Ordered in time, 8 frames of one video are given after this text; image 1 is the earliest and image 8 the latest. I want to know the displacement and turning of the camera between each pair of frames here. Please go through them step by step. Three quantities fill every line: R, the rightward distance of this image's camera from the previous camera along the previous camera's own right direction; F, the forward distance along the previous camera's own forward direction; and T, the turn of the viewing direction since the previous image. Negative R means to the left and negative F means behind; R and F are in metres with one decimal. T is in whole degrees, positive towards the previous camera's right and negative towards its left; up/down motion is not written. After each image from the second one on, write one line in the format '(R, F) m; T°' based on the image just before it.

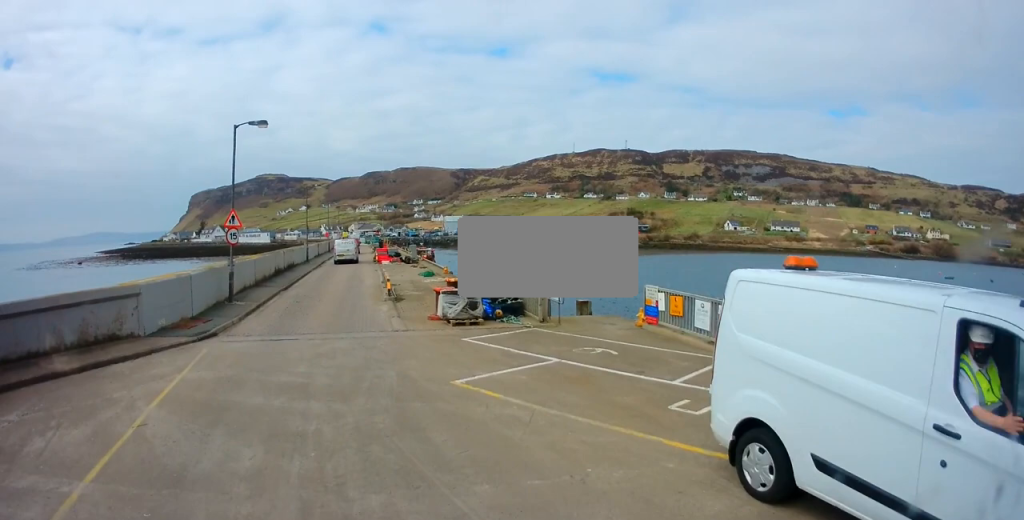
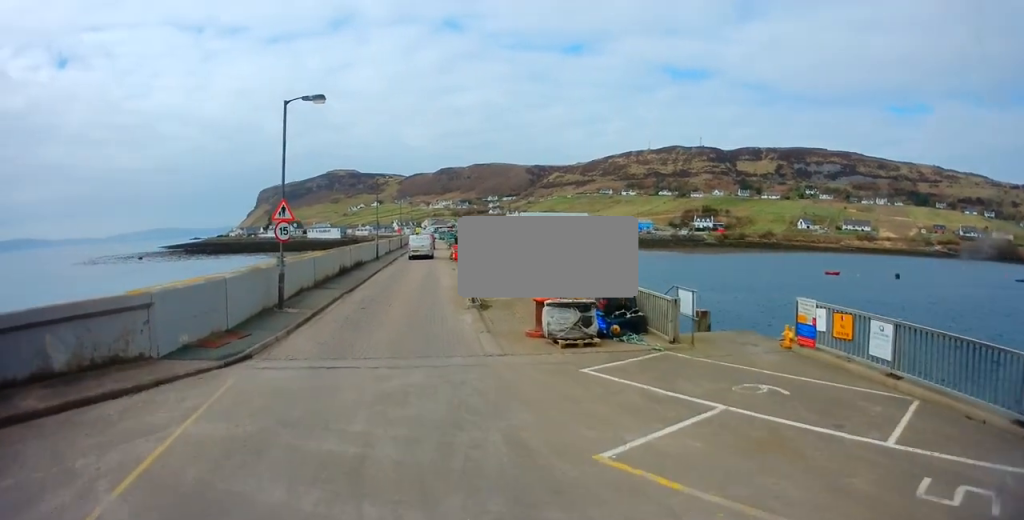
(0.0, +3.0) m; -3°
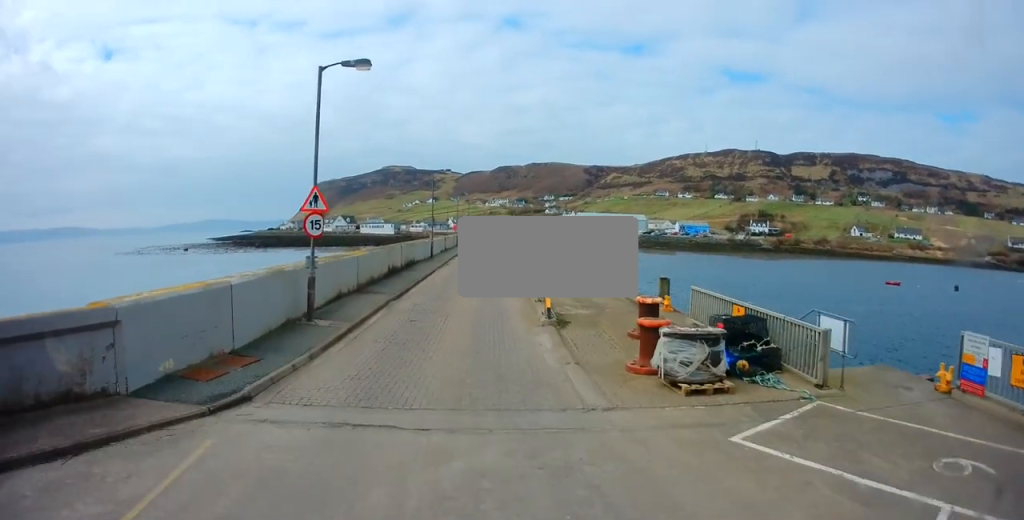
(-0.2, +3.0) m; -4°
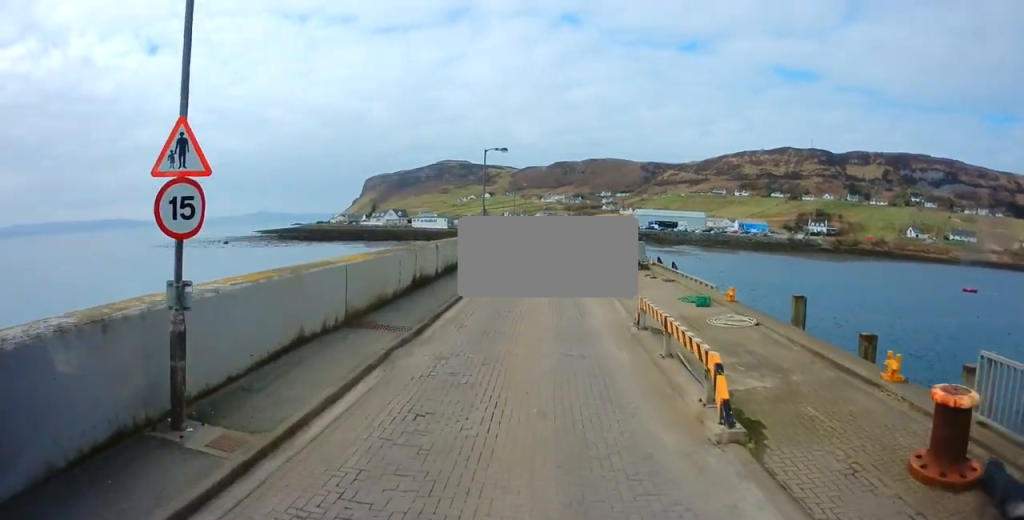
(-0.2, +7.4) m; -1°
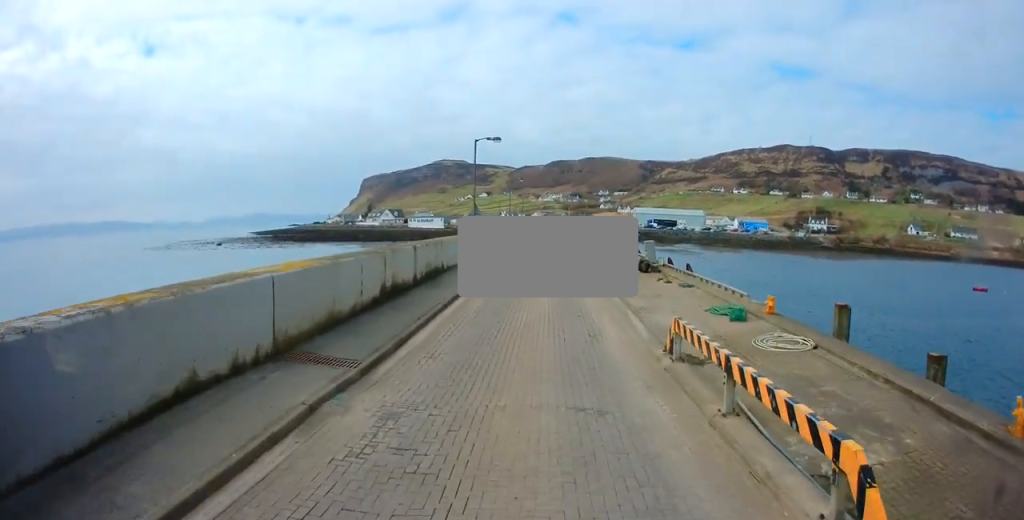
(0.0, +2.9) m; +2°
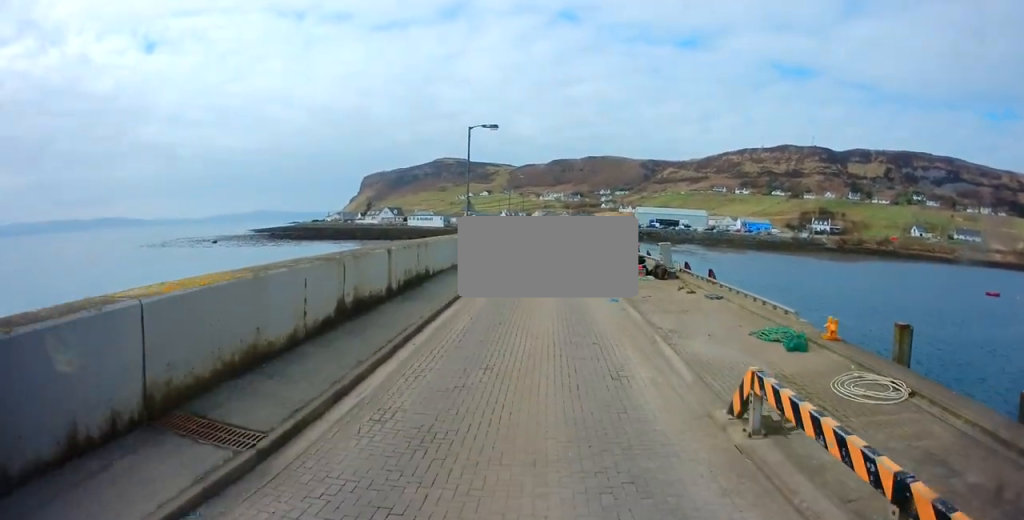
(0.0, +2.5) m; +1°
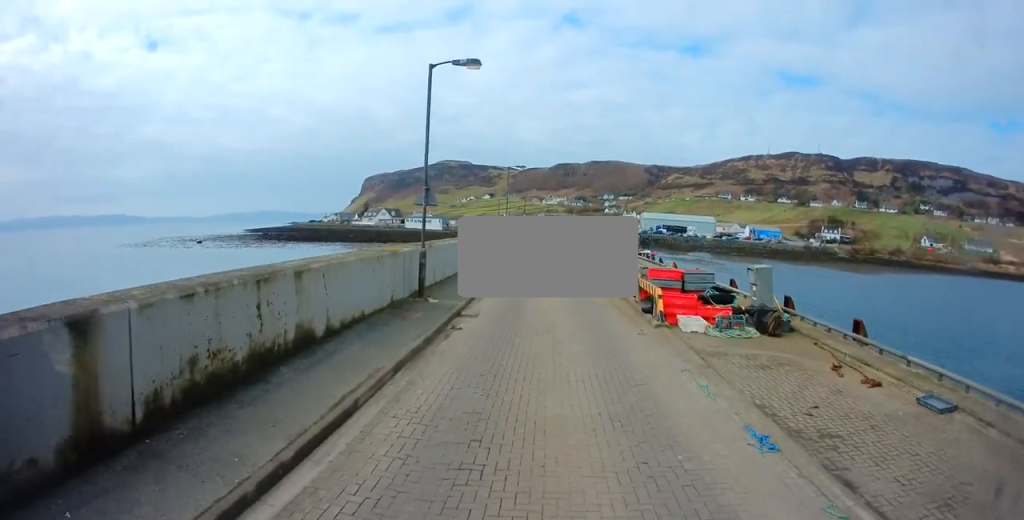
(-0.1, +9.5) m; -2°
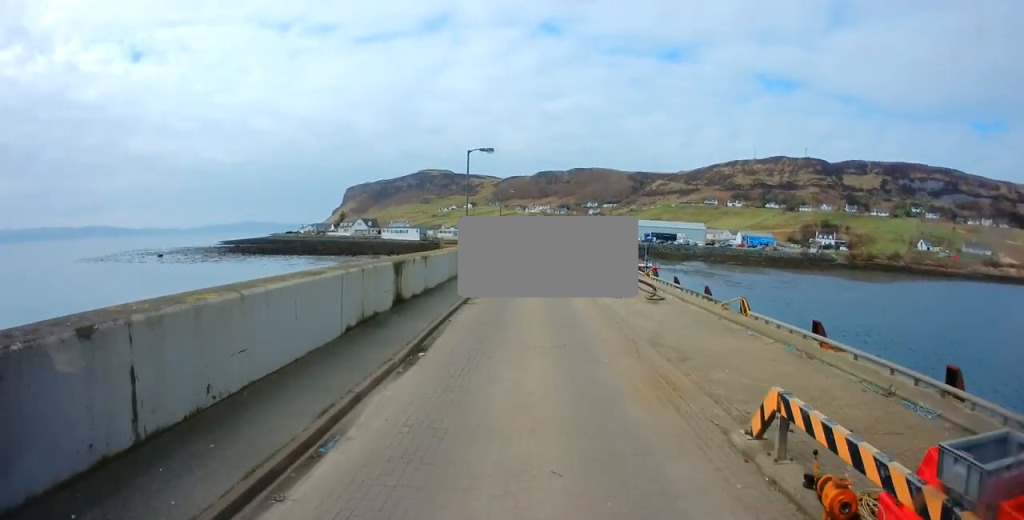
(0.0, +12.4) m; 0°
